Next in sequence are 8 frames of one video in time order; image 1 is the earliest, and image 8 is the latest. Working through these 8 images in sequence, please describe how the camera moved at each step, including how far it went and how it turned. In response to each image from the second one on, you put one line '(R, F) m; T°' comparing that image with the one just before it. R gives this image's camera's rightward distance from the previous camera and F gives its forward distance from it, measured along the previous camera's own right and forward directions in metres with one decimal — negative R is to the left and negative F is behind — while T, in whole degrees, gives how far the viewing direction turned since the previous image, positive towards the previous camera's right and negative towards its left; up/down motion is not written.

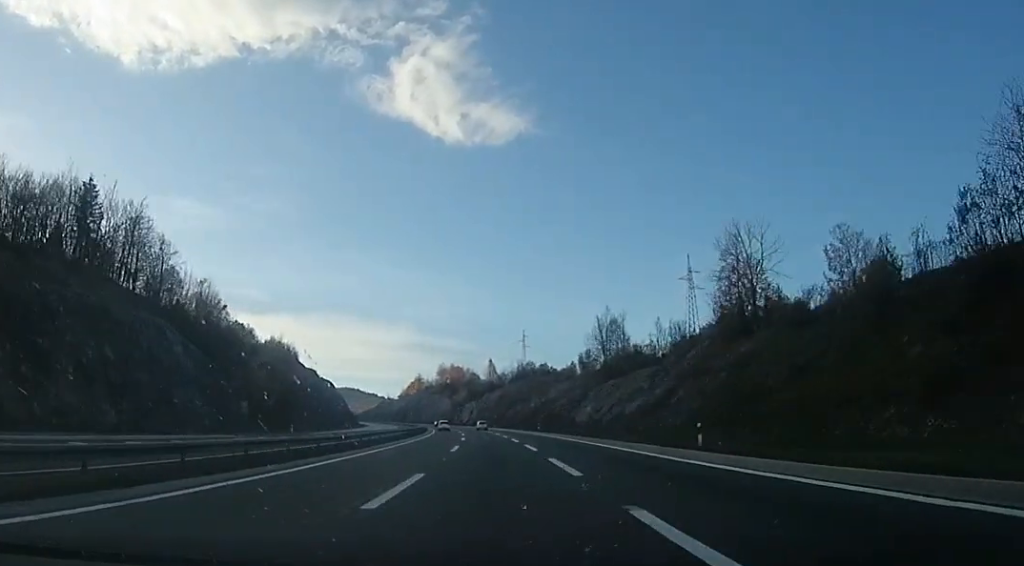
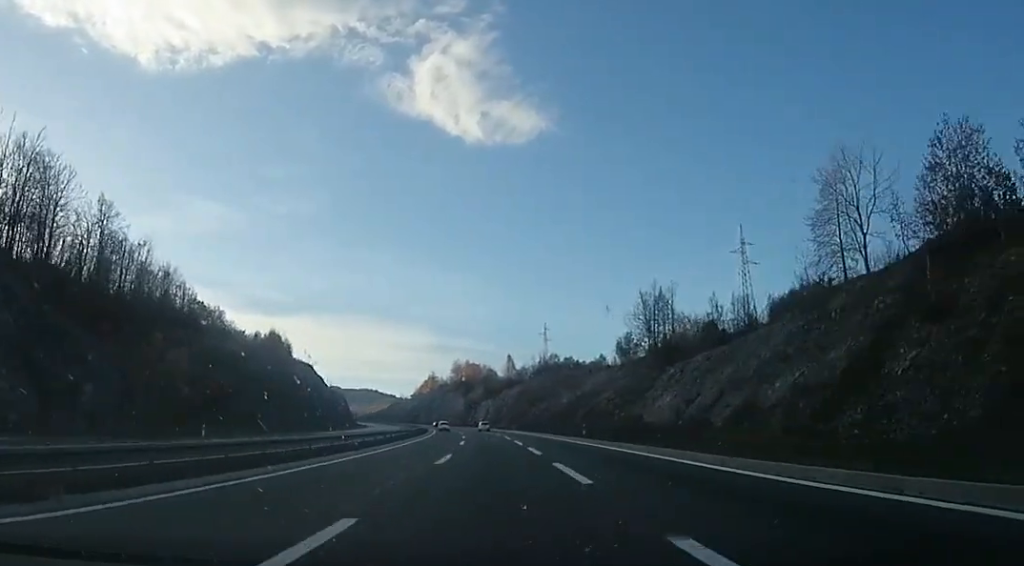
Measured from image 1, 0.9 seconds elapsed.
(-0.9, +25.7) m; -2°
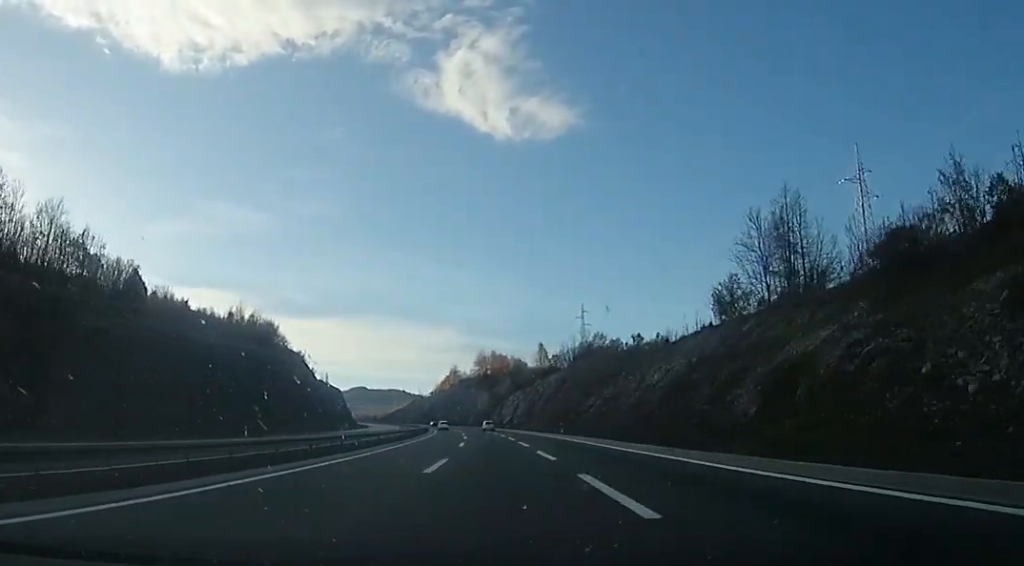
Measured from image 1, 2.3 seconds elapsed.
(-0.3, +40.1) m; 0°
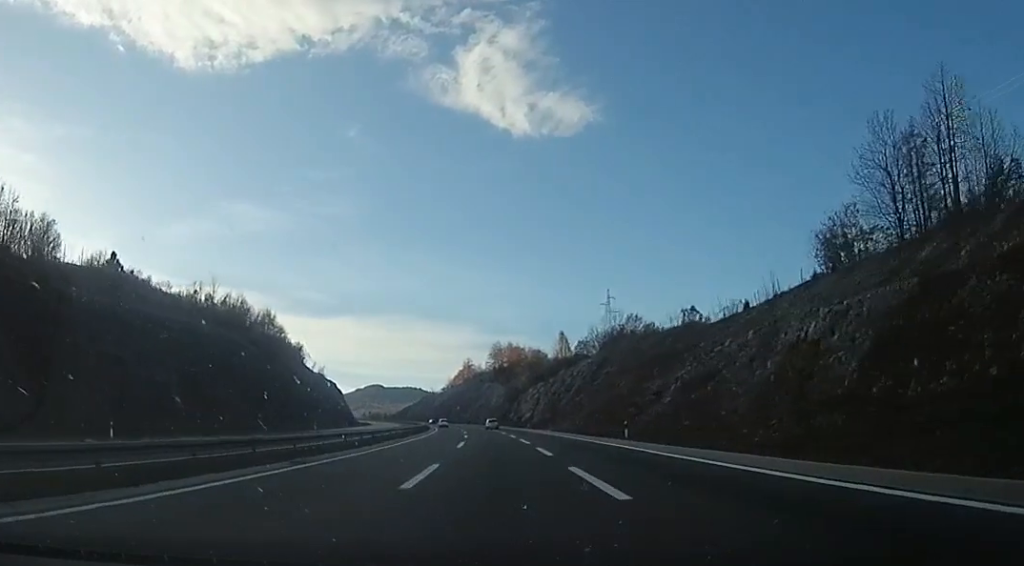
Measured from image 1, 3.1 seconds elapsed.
(0.0, +22.5) m; +1°
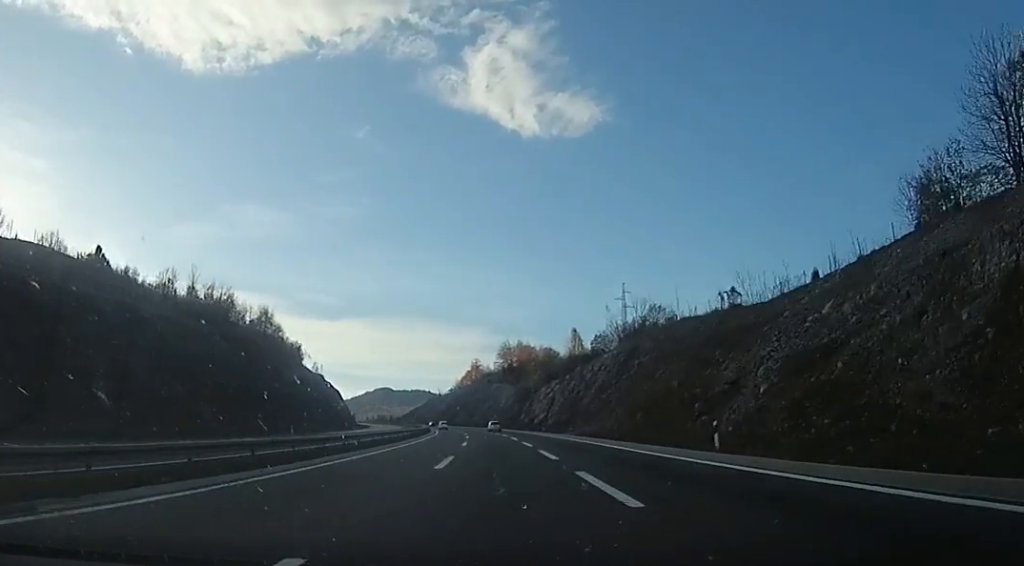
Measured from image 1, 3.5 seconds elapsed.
(0.0, +12.4) m; 0°
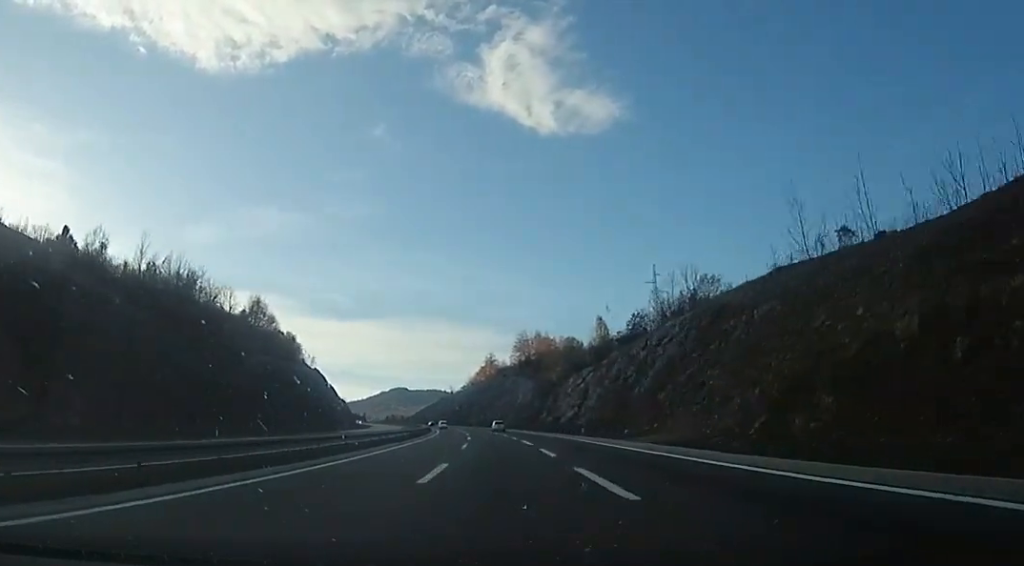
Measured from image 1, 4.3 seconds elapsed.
(+0.5, +22.6) m; -2°
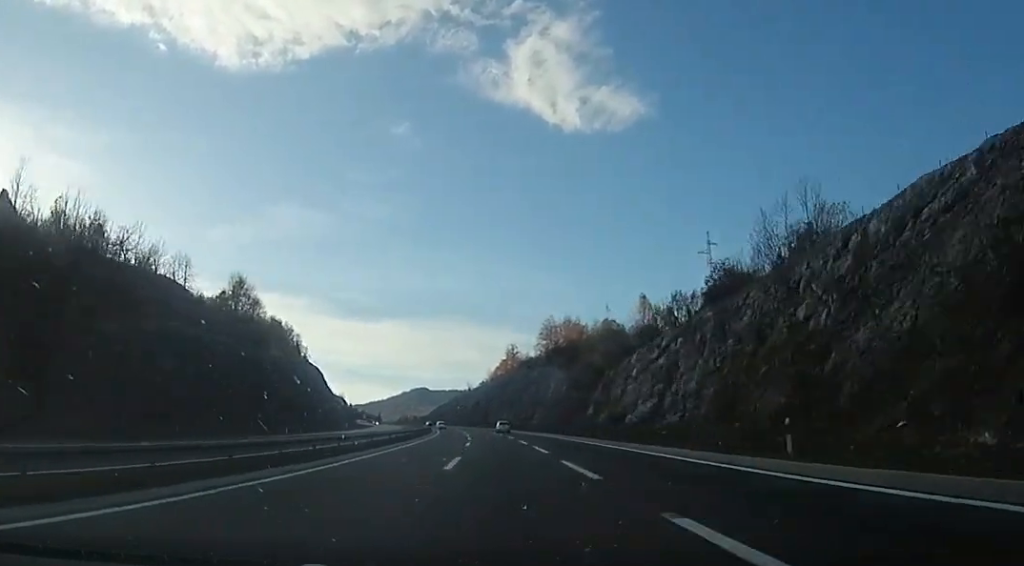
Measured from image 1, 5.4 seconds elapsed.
(-1.8, +31.8) m; -6°
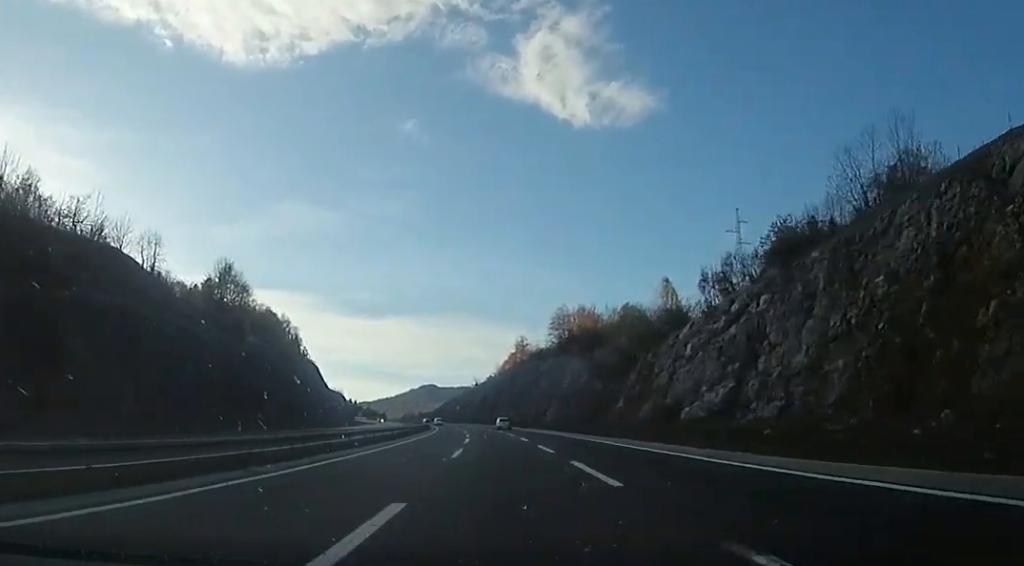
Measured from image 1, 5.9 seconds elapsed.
(-0.4, +14.2) m; -1°
